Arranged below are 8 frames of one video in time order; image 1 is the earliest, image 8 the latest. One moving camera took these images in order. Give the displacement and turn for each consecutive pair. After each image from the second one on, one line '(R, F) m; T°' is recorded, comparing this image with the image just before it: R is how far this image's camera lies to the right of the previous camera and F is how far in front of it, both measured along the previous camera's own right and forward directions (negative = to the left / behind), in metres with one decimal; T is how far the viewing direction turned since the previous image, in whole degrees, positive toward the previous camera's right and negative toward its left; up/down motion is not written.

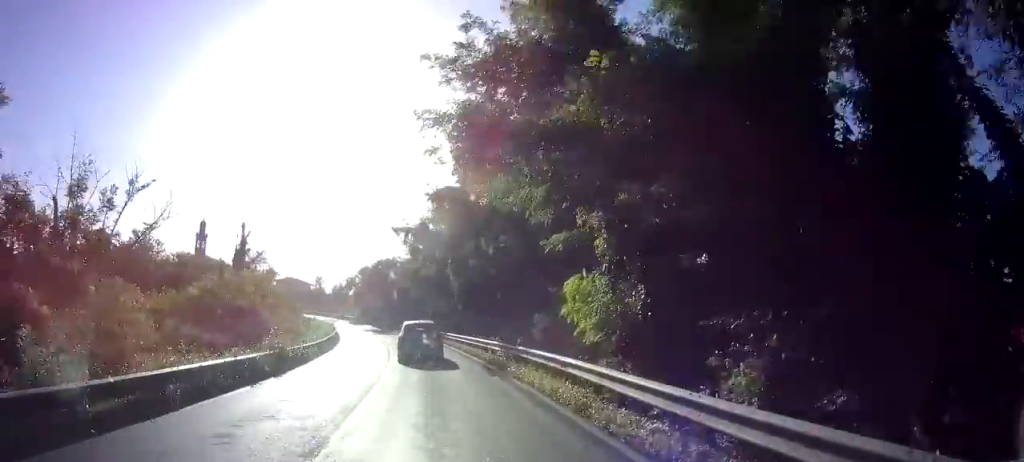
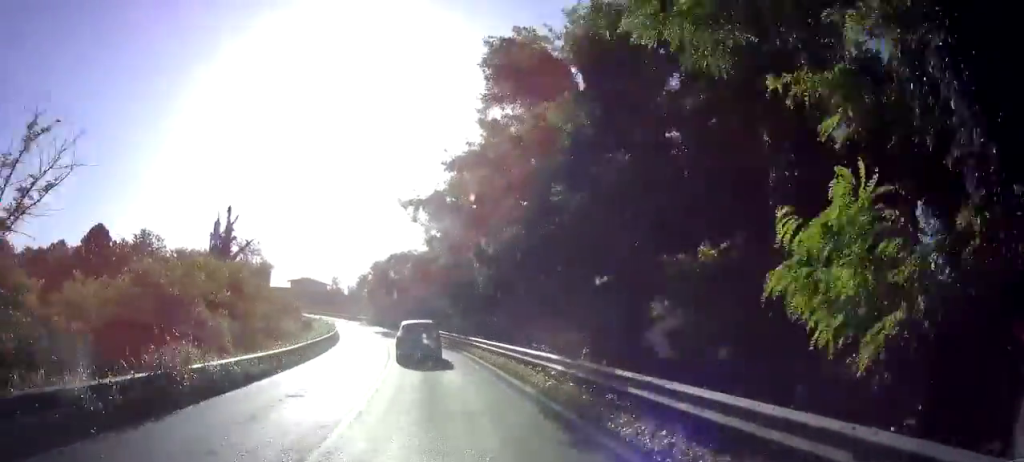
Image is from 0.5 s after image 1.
(-0.8, +8.1) m; -4°
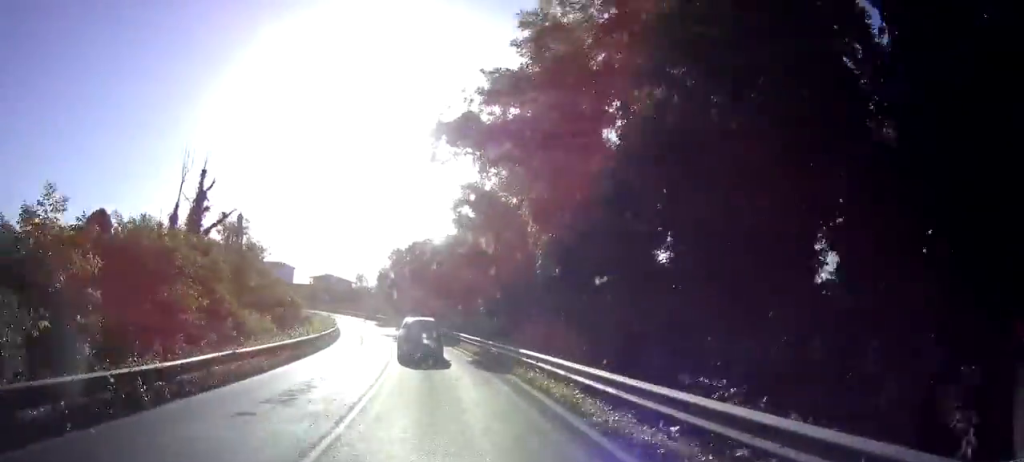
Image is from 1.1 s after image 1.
(-0.8, +10.5) m; -4°
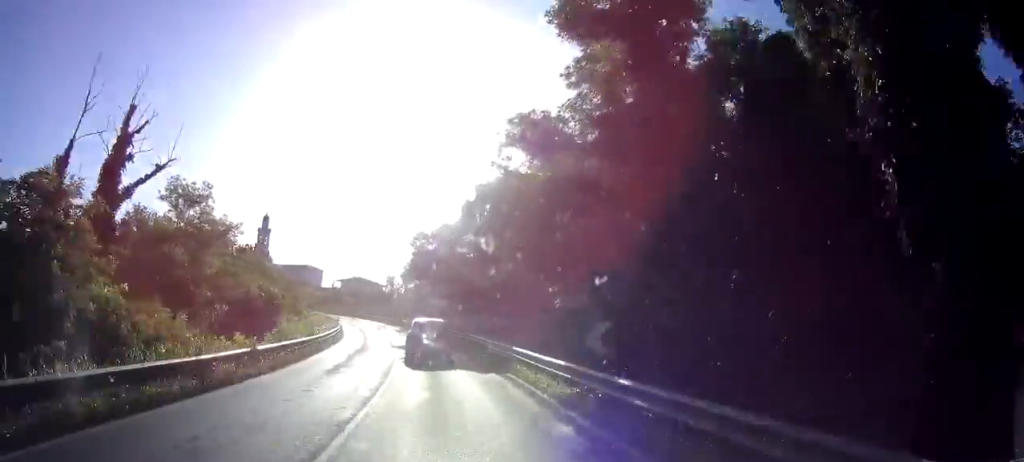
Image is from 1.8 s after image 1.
(0.0, +13.3) m; 0°
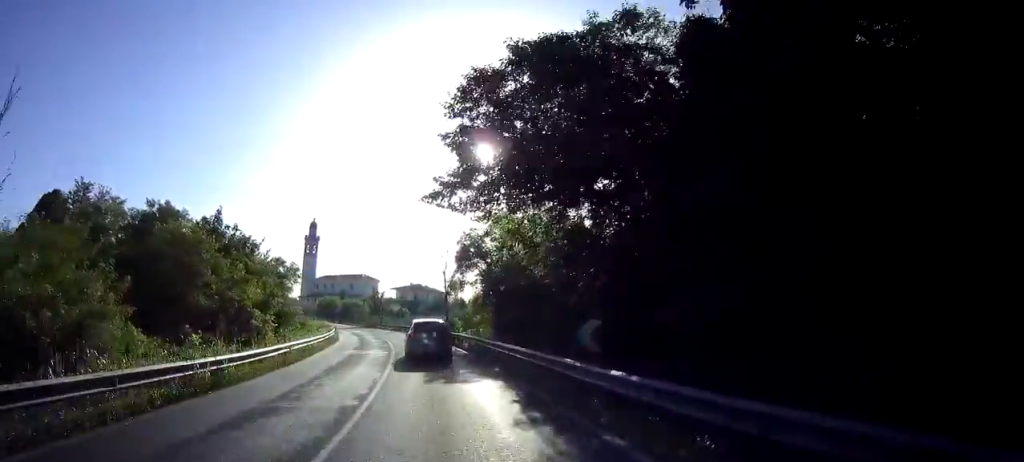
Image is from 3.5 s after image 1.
(0.0, +28.1) m; 0°
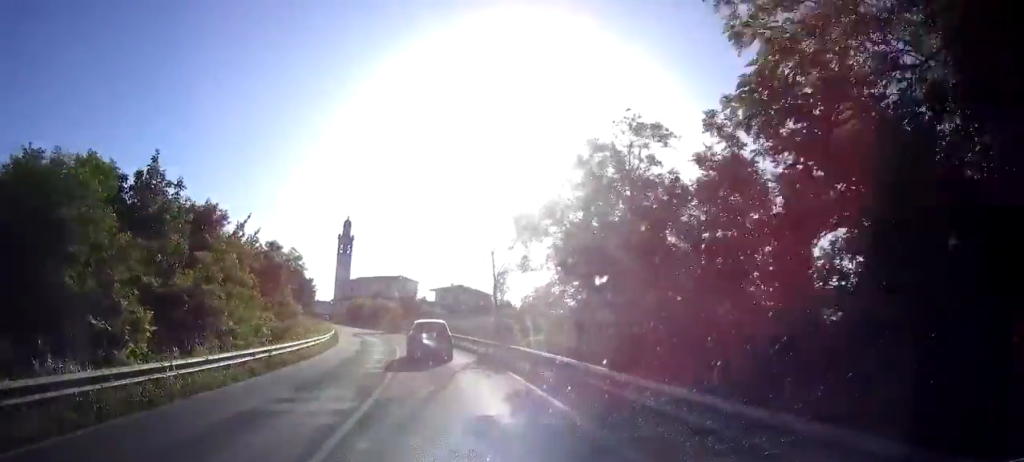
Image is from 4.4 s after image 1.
(0.0, +15.3) m; 0°
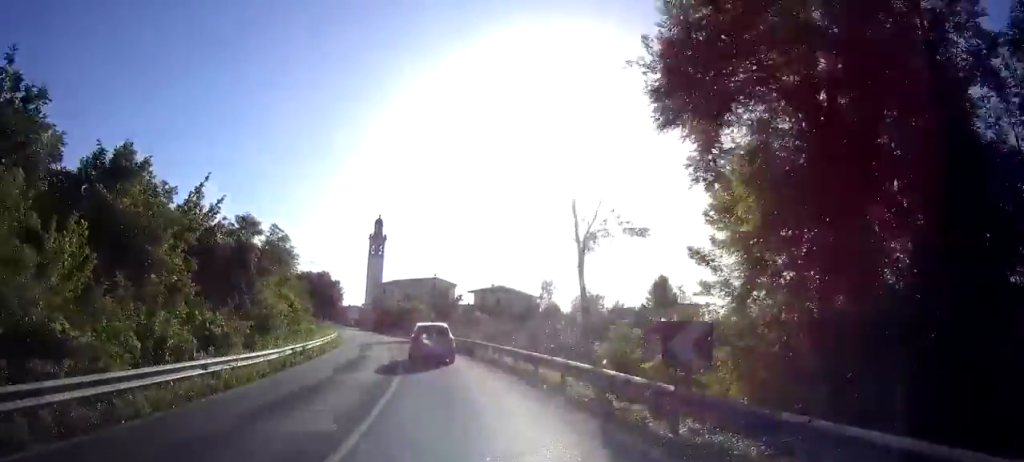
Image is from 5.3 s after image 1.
(0.0, +14.7) m; -2°
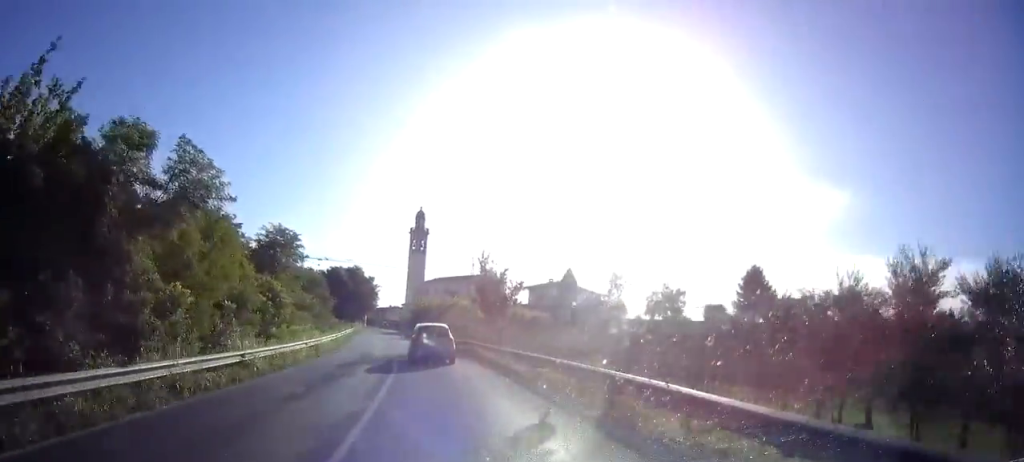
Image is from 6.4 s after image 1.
(-1.1, +17.7) m; -10°
